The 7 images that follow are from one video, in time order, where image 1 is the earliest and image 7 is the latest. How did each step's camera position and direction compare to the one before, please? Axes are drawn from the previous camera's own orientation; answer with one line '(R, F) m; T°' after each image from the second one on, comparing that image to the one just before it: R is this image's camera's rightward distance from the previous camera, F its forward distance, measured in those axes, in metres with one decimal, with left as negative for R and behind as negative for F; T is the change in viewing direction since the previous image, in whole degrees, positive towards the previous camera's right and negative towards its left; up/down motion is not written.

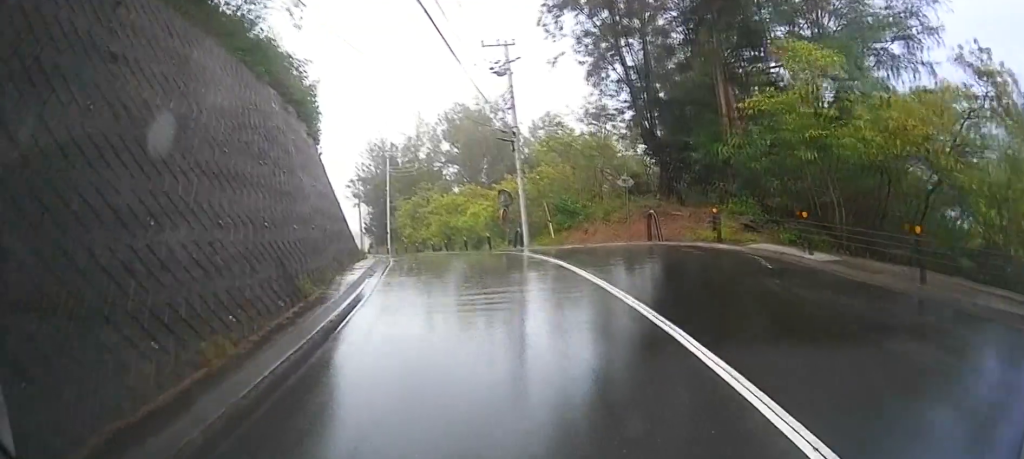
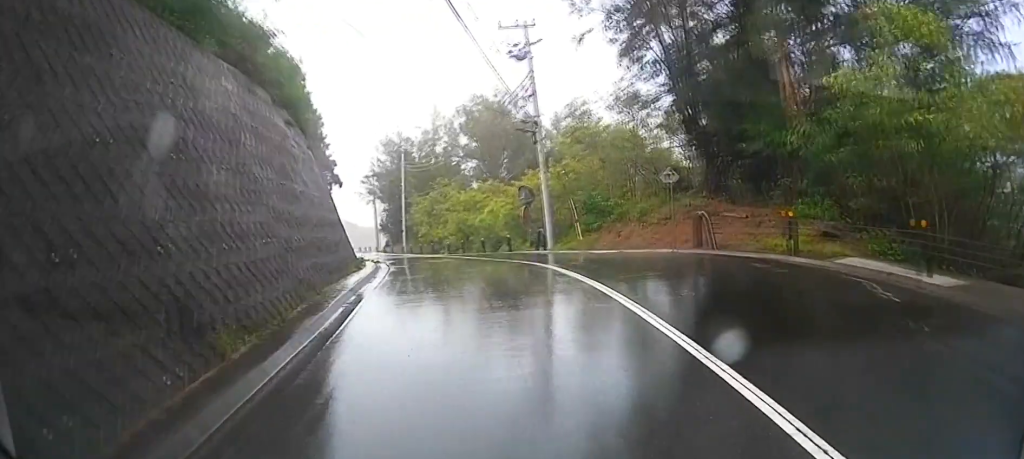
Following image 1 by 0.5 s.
(0.0, +3.7) m; -2°
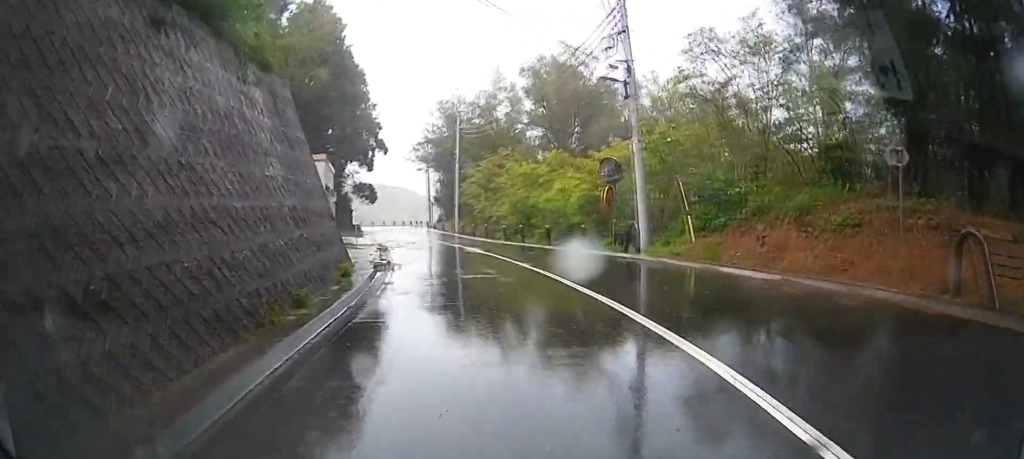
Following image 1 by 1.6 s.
(-0.4, +9.6) m; -4°
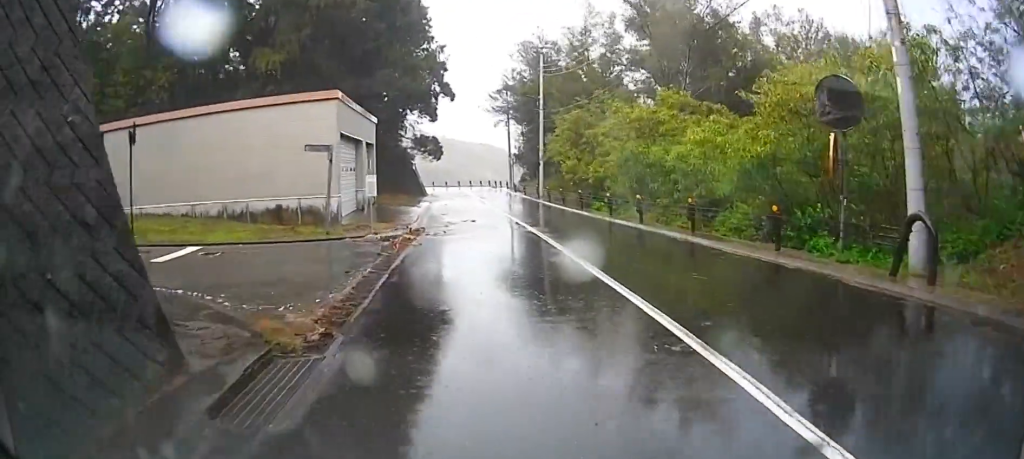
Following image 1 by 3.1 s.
(-0.3, +12.7) m; -4°
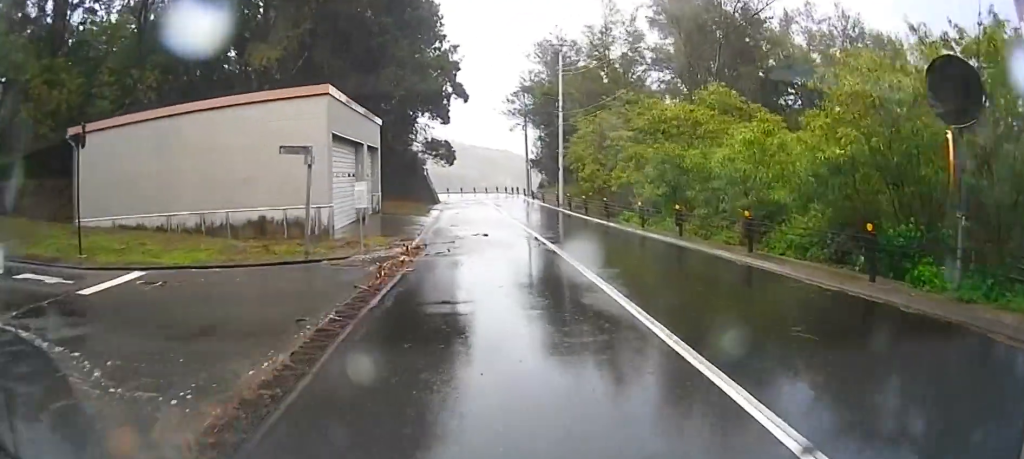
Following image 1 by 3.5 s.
(+0.2, +3.5) m; -5°
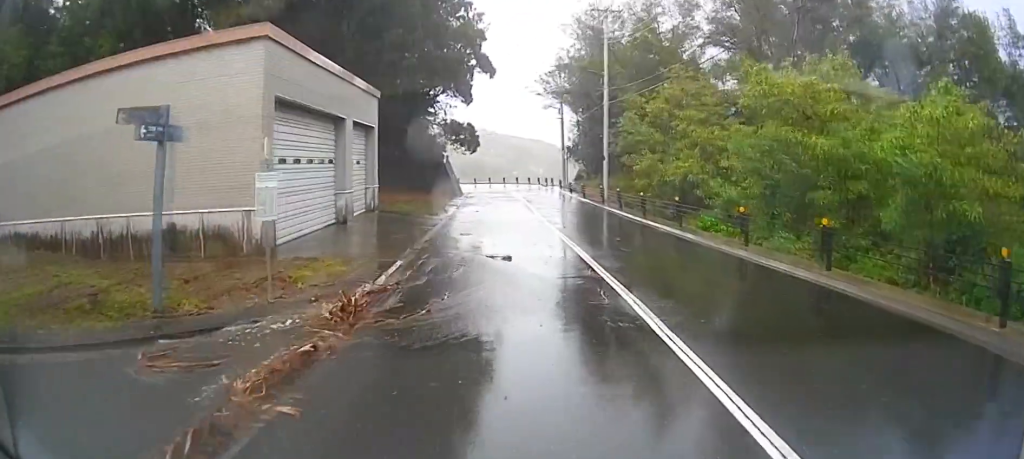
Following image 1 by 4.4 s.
(-1.0, +7.7) m; -9°
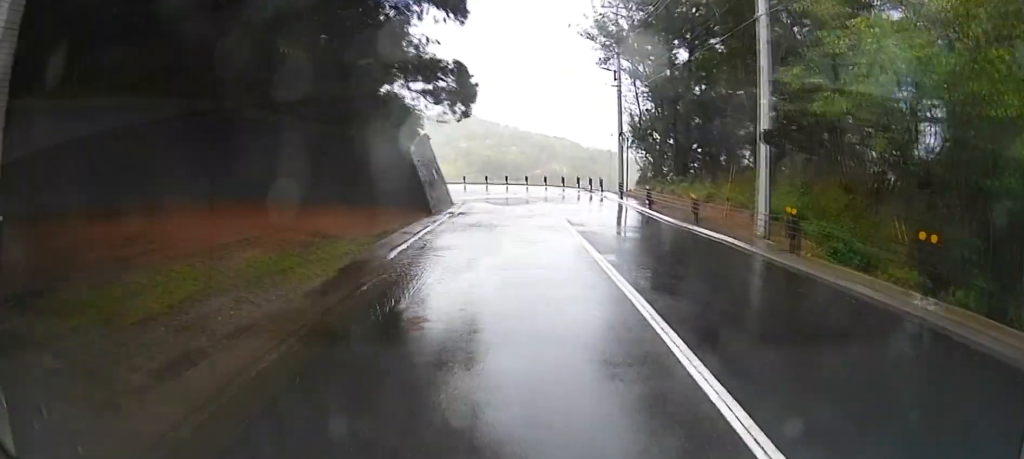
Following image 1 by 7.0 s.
(+0.7, +26.1) m; +4°
